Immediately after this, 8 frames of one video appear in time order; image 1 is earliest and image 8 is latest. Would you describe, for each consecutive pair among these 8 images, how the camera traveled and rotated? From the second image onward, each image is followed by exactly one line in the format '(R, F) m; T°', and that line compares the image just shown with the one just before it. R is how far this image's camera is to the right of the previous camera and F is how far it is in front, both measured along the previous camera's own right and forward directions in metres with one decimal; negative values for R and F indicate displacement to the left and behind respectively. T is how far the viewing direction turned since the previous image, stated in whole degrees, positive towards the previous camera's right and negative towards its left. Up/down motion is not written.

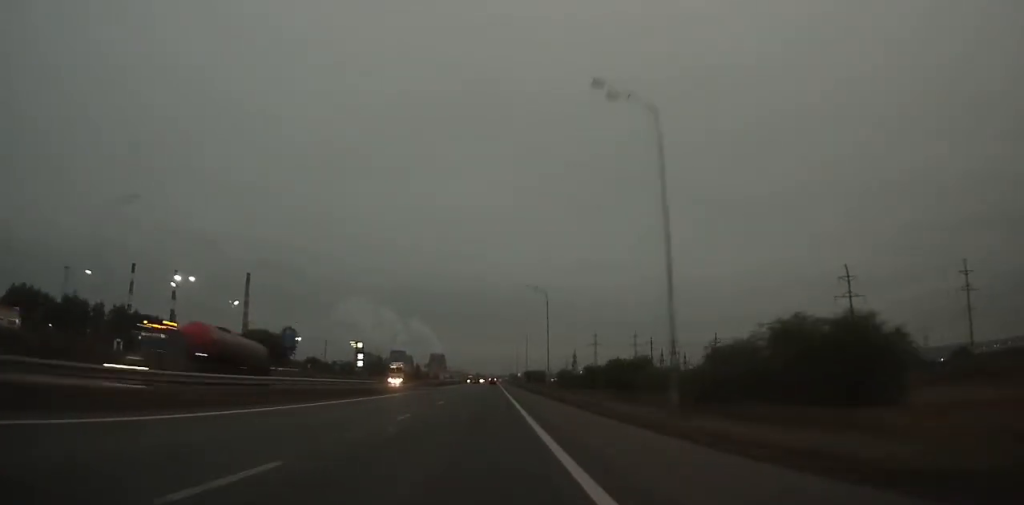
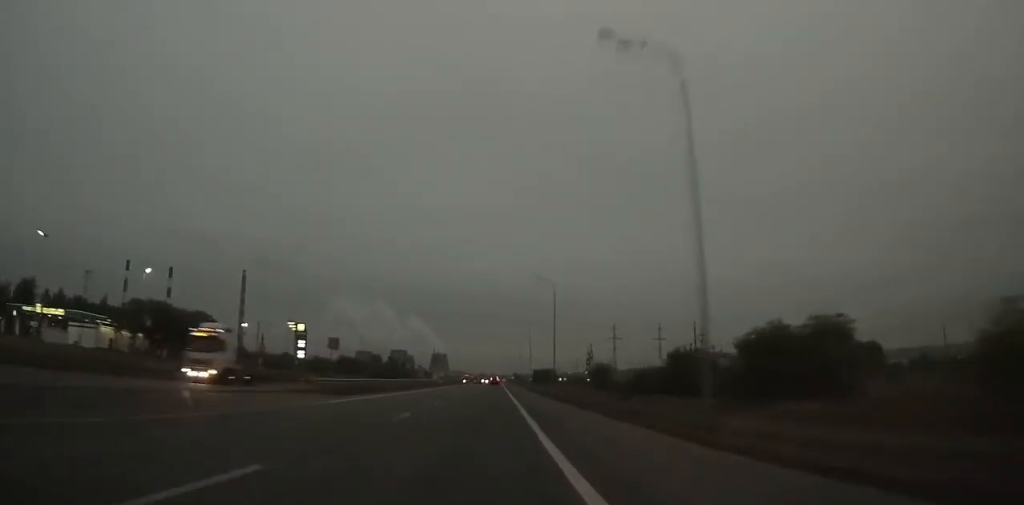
(-0.1, +46.7) m; 0°
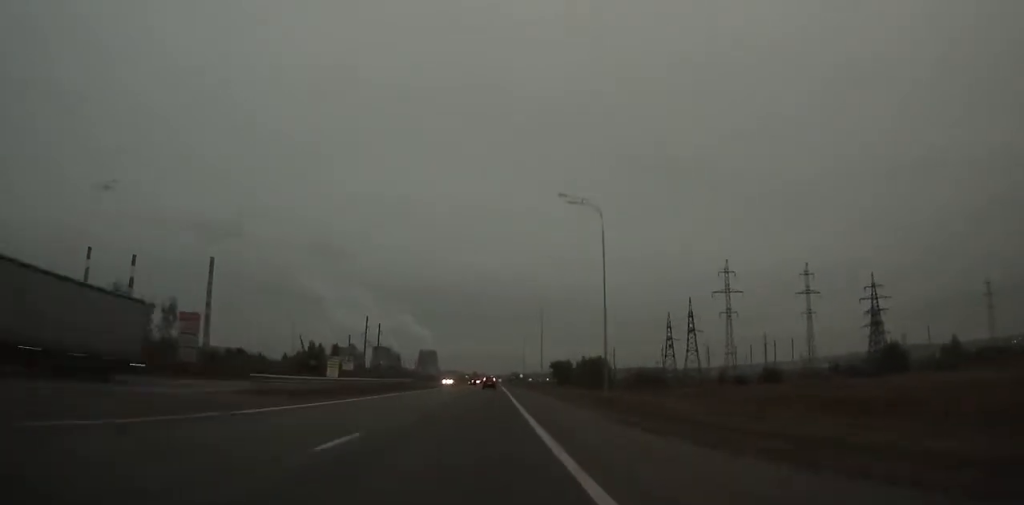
(-0.7, +160.3) m; 0°
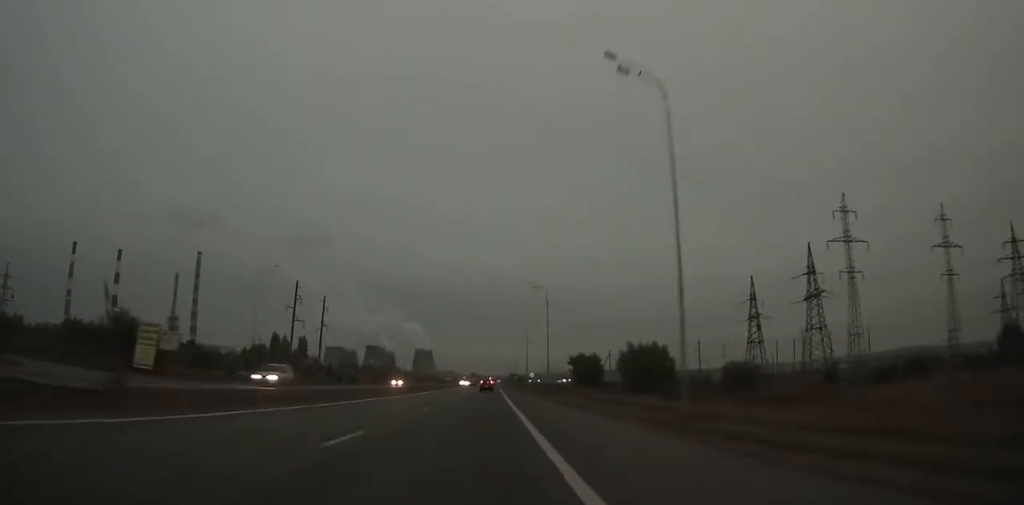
(+0.6, +63.5) m; +1°
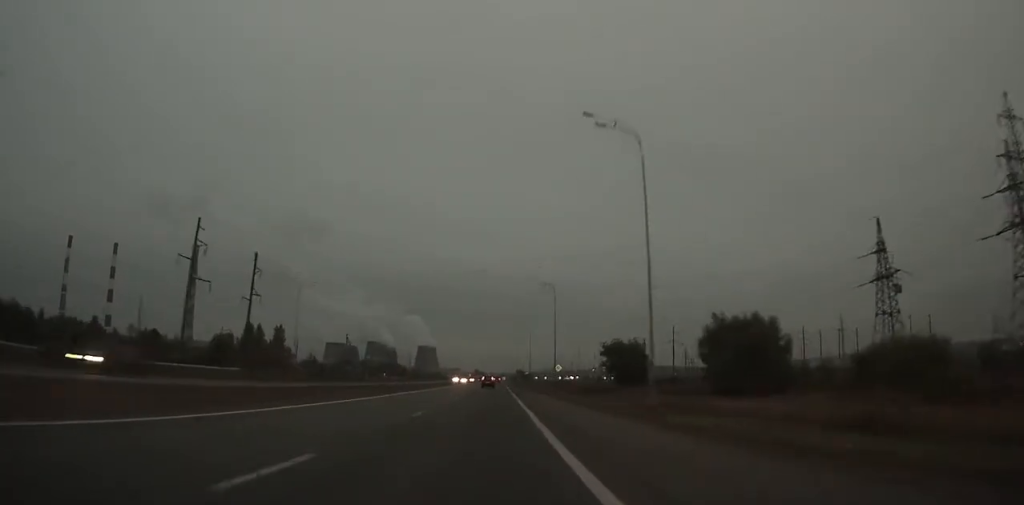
(-0.1, +43.4) m; 0°
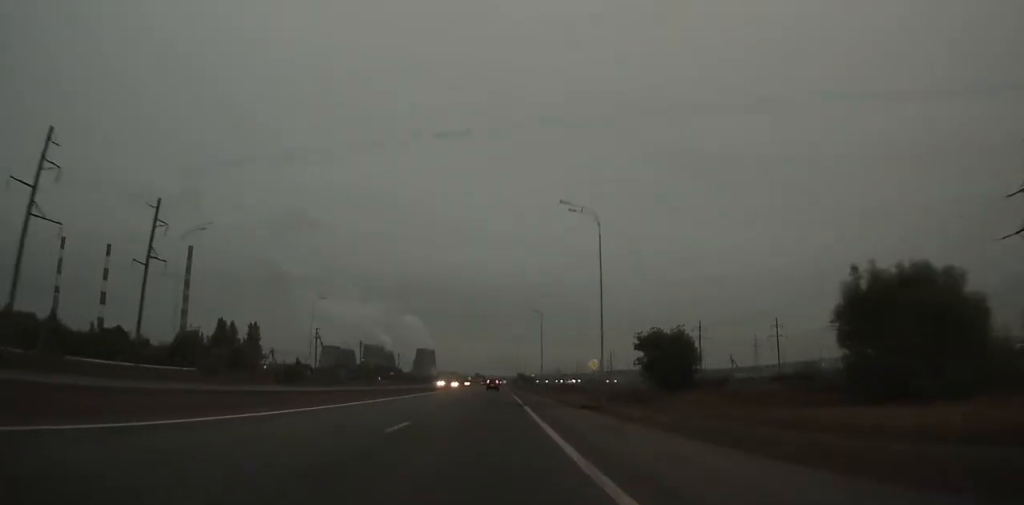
(-0.1, +28.8) m; 0°
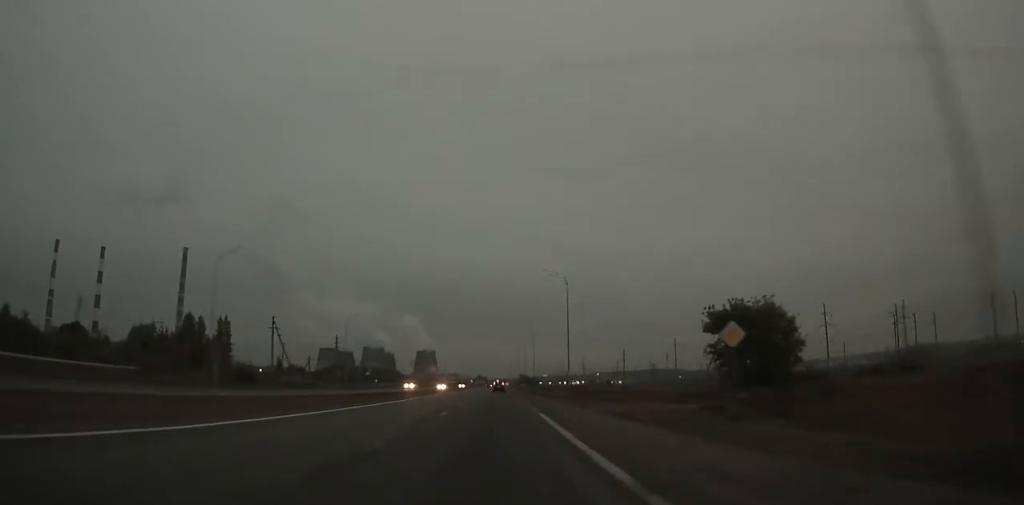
(-0.1, +28.6) m; 0°
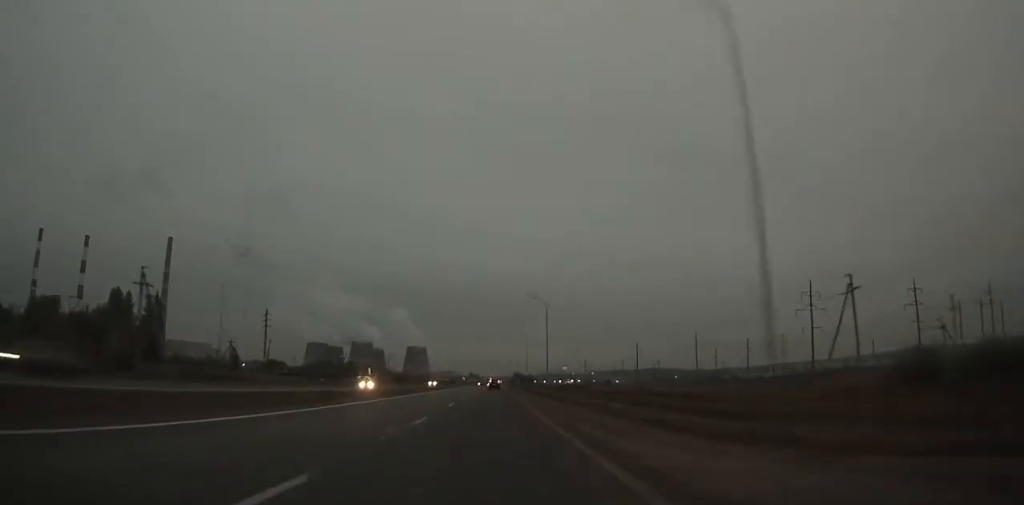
(+0.2, +41.2) m; 0°
